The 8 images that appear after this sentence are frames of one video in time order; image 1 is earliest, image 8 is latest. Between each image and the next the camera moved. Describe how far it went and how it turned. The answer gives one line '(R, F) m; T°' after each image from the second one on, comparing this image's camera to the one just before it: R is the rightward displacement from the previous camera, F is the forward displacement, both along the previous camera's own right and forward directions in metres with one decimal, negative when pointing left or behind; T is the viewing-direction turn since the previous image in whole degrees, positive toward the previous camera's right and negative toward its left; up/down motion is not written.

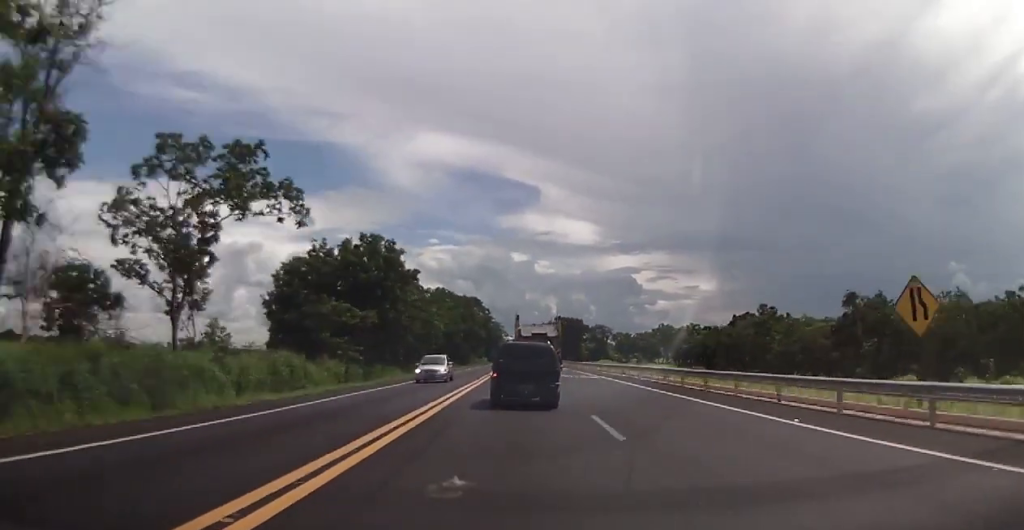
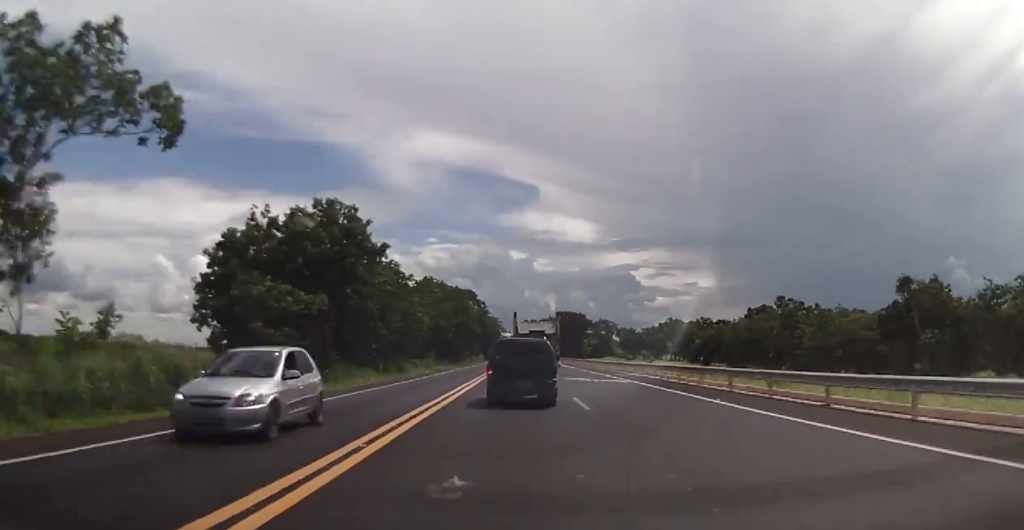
(0.0, +11.3) m; 0°
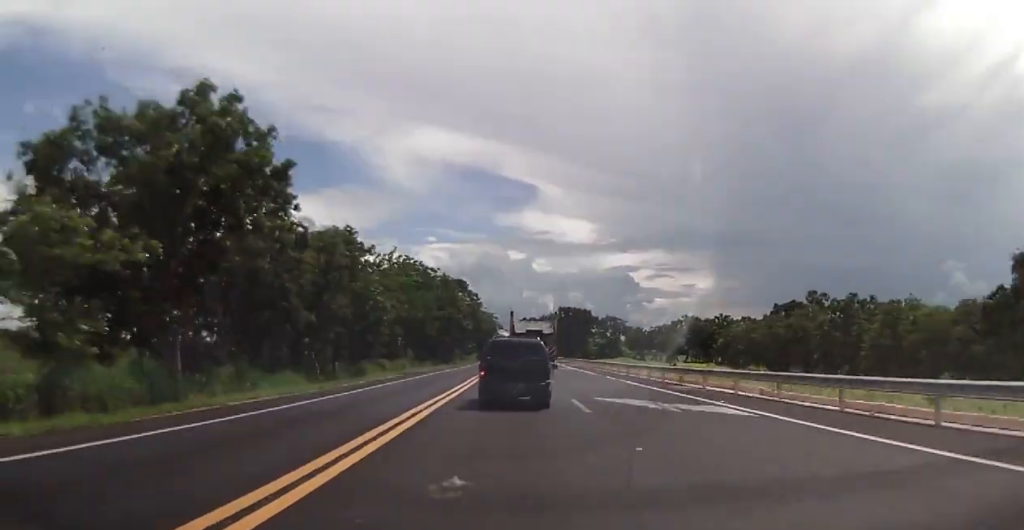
(0.0, +17.0) m; 0°
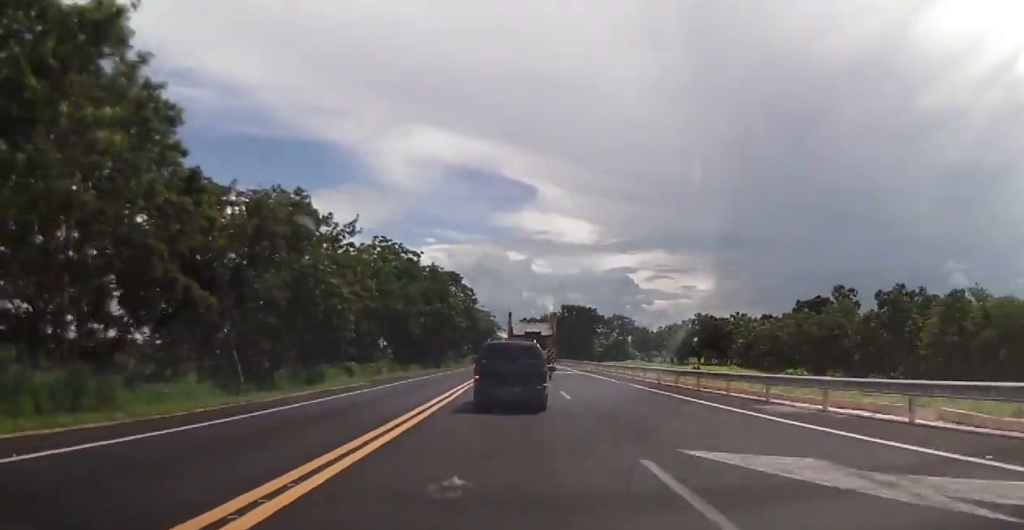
(0.0, +11.3) m; 0°
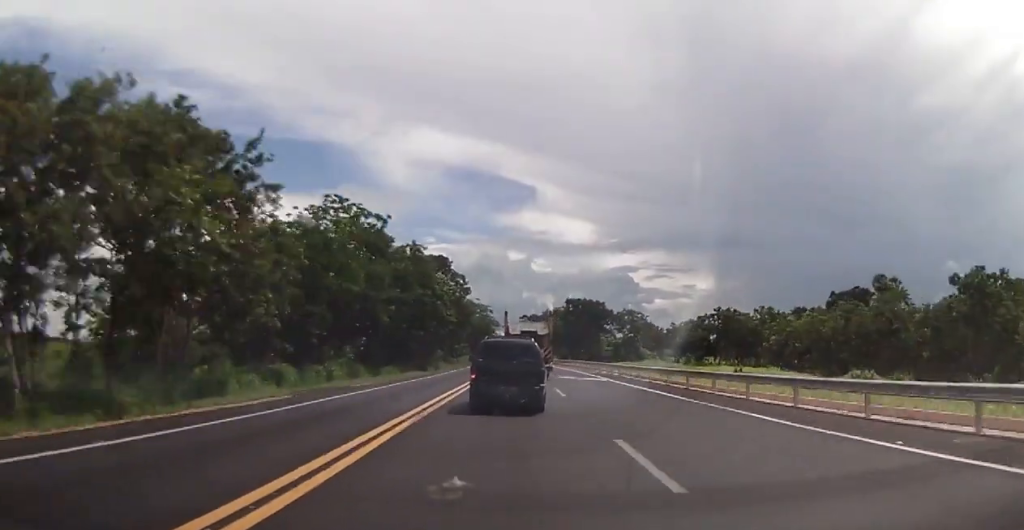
(0.0, +14.4) m; 0°
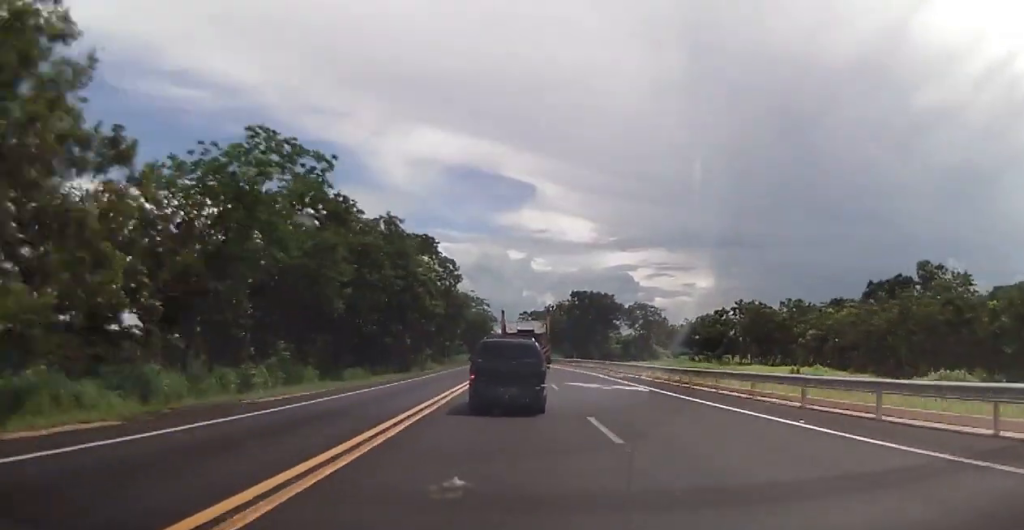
(0.0, +12.7) m; 0°
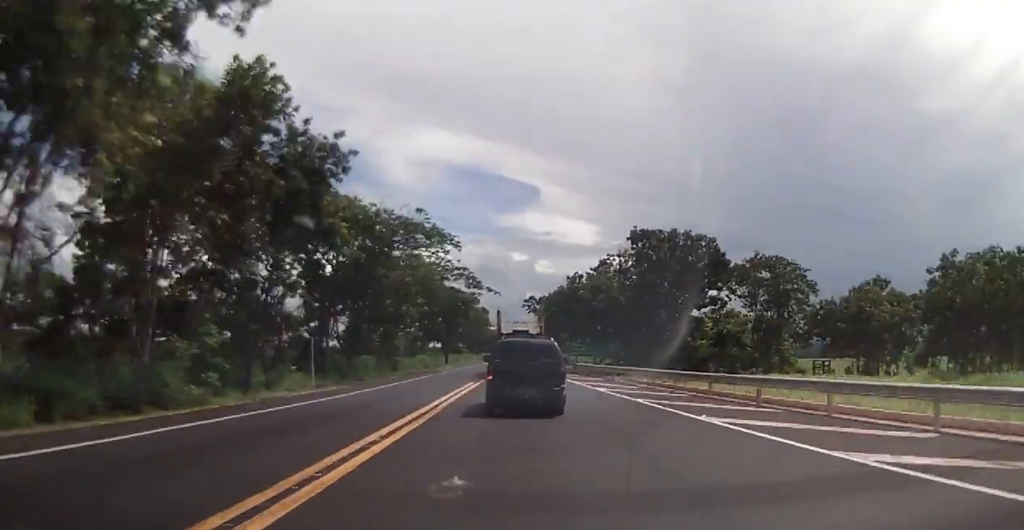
(-0.2, +59.2) m; 0°
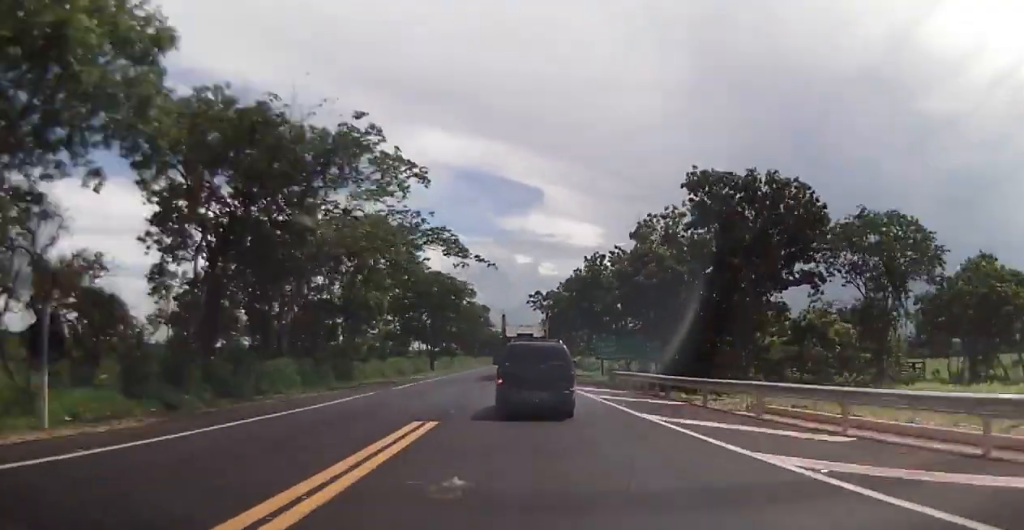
(0.0, +18.9) m; 0°
